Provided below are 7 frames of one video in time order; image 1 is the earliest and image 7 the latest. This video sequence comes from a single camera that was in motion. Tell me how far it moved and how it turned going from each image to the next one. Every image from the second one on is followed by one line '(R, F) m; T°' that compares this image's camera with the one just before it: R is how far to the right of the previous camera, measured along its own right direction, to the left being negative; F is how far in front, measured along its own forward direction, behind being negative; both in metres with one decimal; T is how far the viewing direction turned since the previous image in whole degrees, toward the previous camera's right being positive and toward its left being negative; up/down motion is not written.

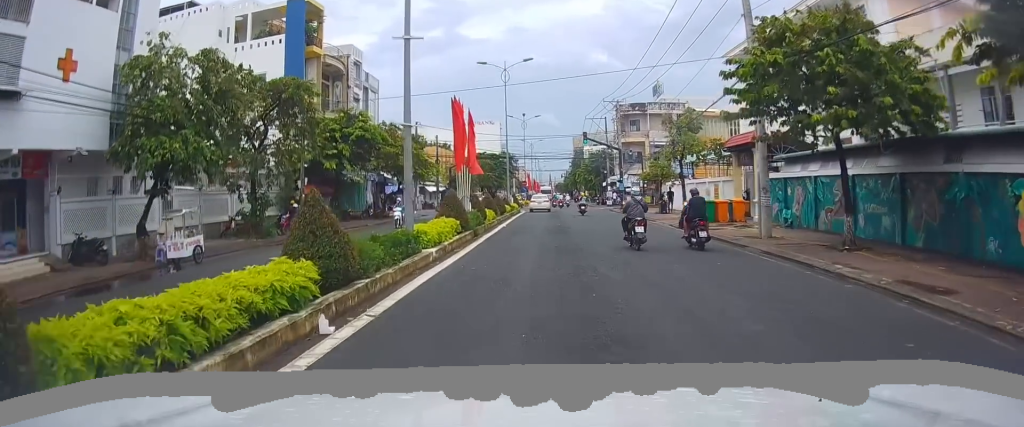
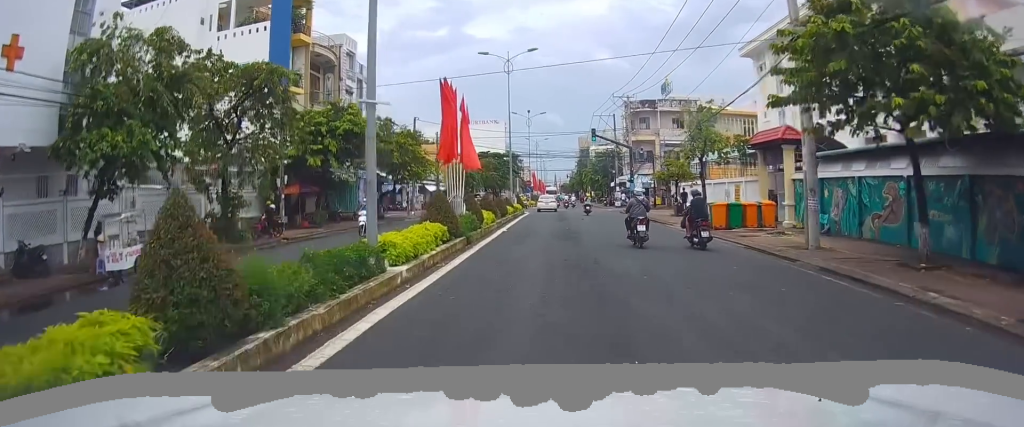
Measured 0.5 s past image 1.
(+0.1, +1.9) m; -2°
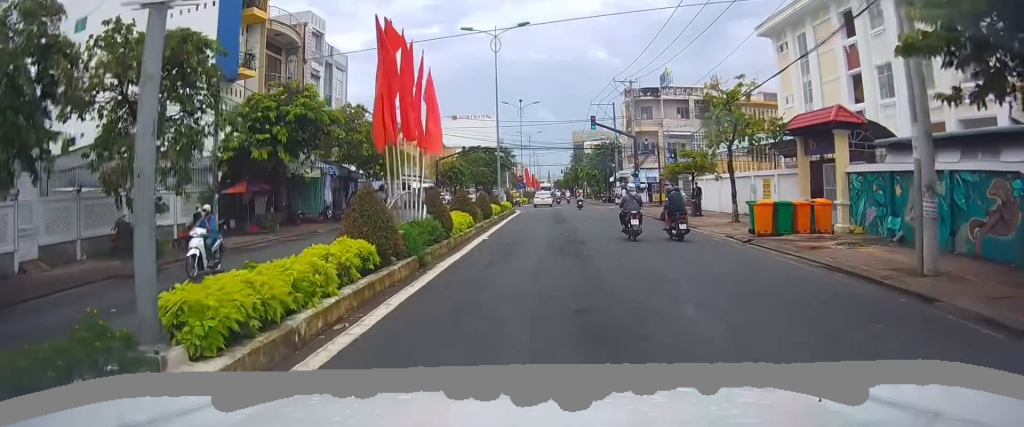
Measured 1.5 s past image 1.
(-0.1, +4.0) m; +4°
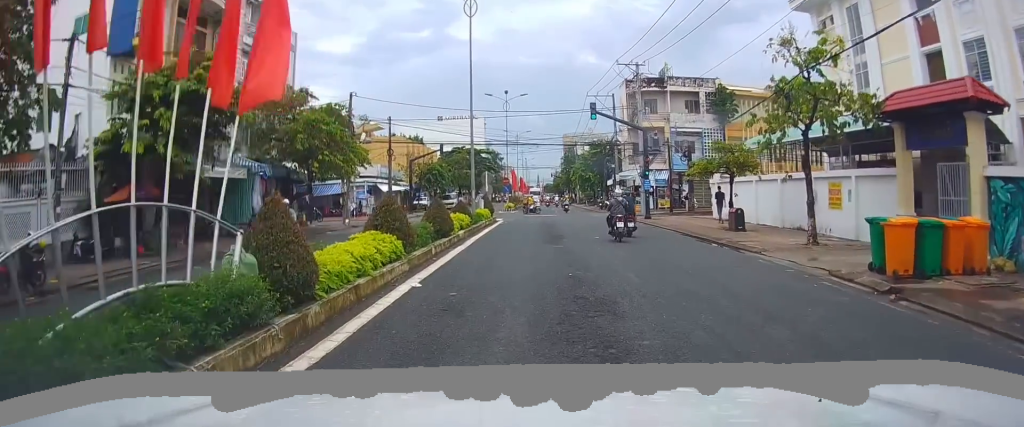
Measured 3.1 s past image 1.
(+1.1, +7.4) m; +11°
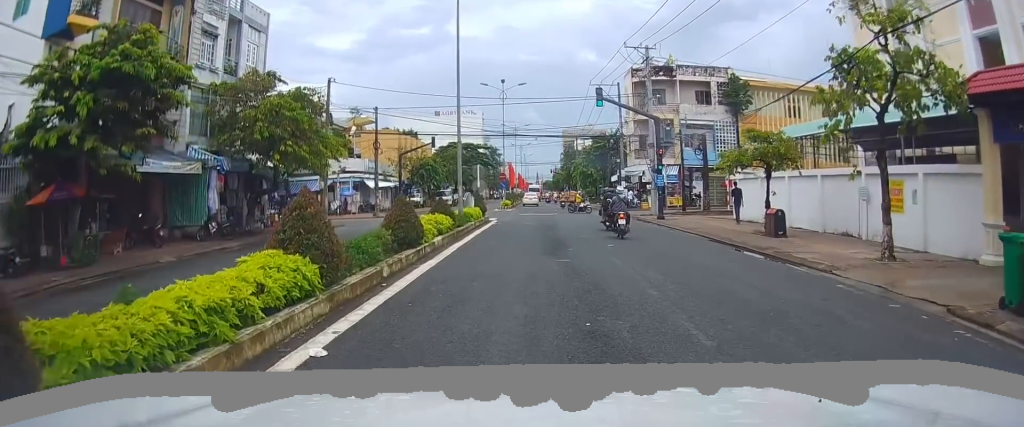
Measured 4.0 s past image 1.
(-0.5, +4.4) m; +5°
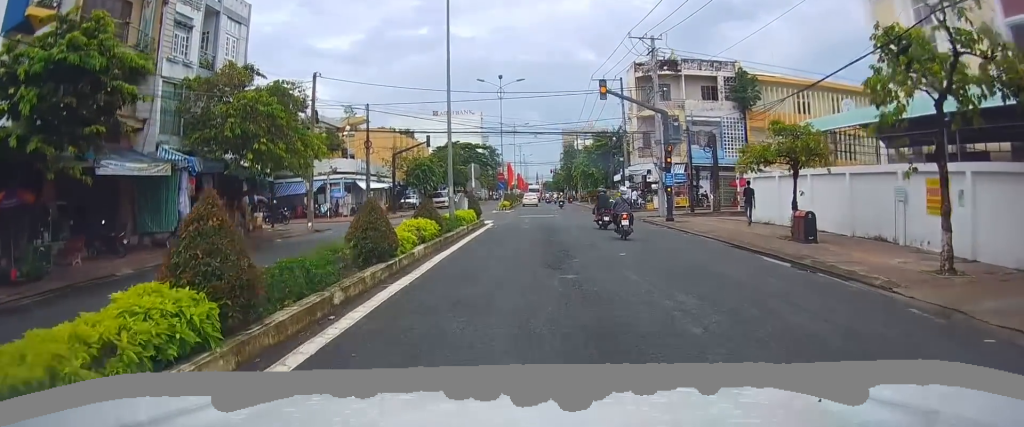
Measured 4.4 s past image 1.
(+0.5, +2.6) m; +7°
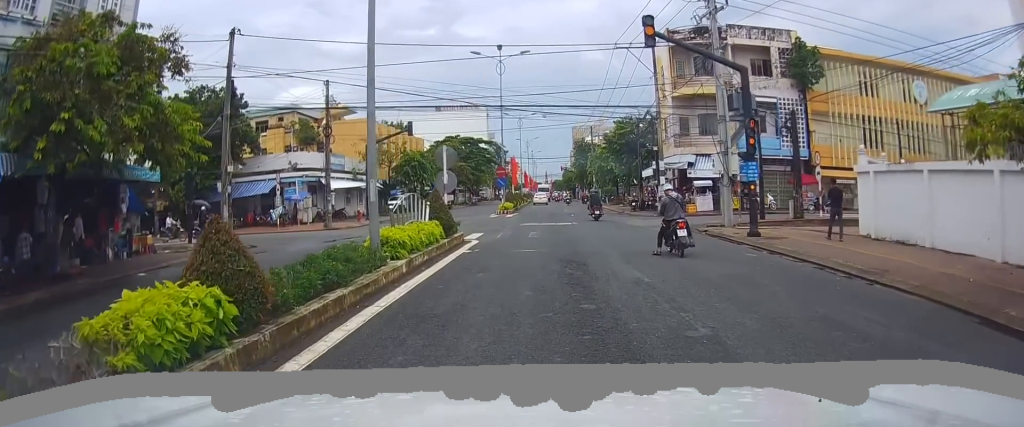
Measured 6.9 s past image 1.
(+0.9, +13.7) m; -1°
